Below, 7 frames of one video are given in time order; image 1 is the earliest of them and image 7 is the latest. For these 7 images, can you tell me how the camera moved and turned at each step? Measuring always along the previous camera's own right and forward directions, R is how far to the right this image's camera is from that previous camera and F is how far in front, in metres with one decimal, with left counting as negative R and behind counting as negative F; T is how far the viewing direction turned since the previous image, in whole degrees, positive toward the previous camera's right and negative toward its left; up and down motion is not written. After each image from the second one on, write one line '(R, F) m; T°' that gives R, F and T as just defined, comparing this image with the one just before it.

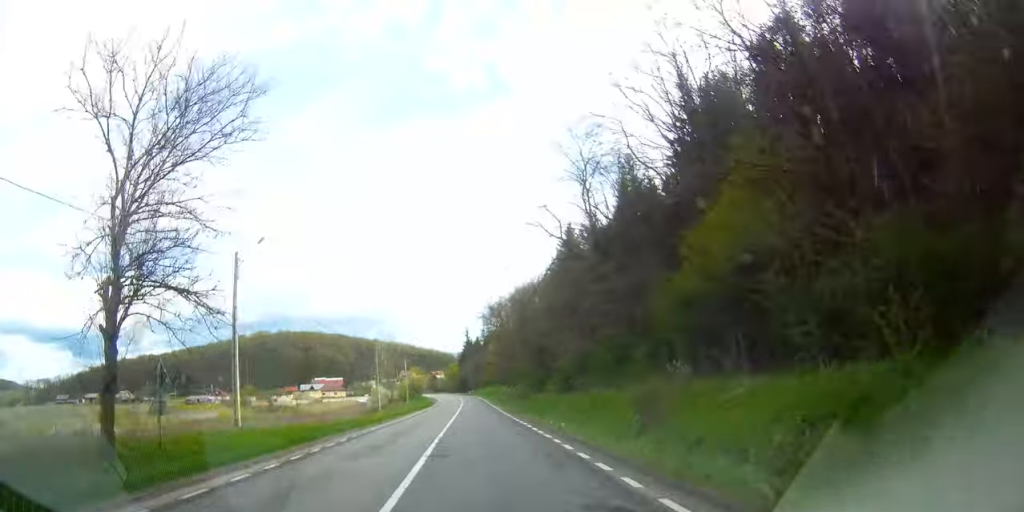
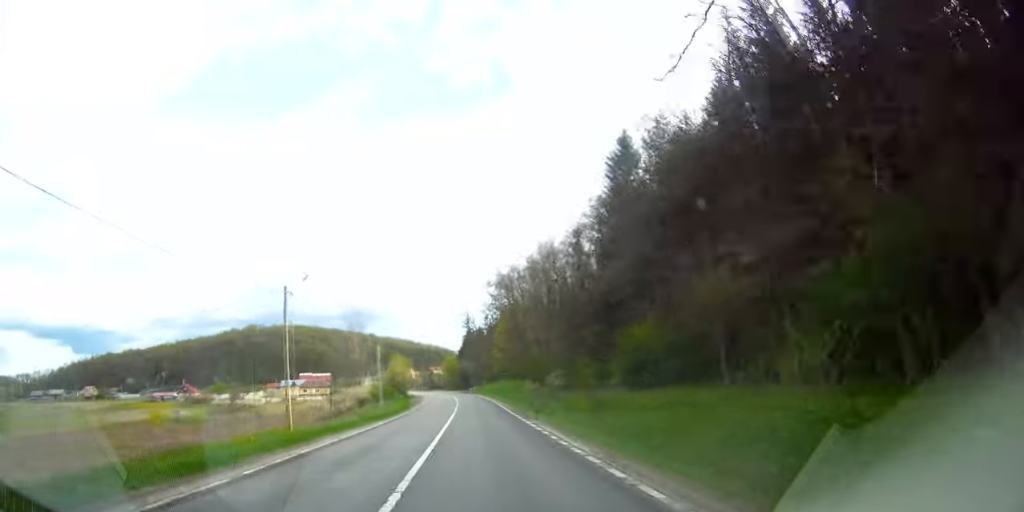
(+0.5, +29.9) m; 0°
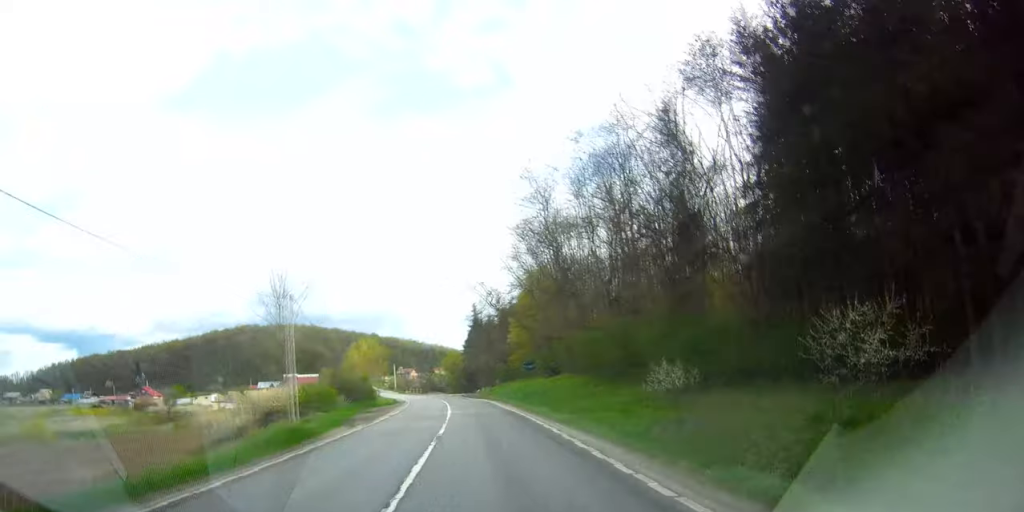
(-0.4, +36.4) m; 0°
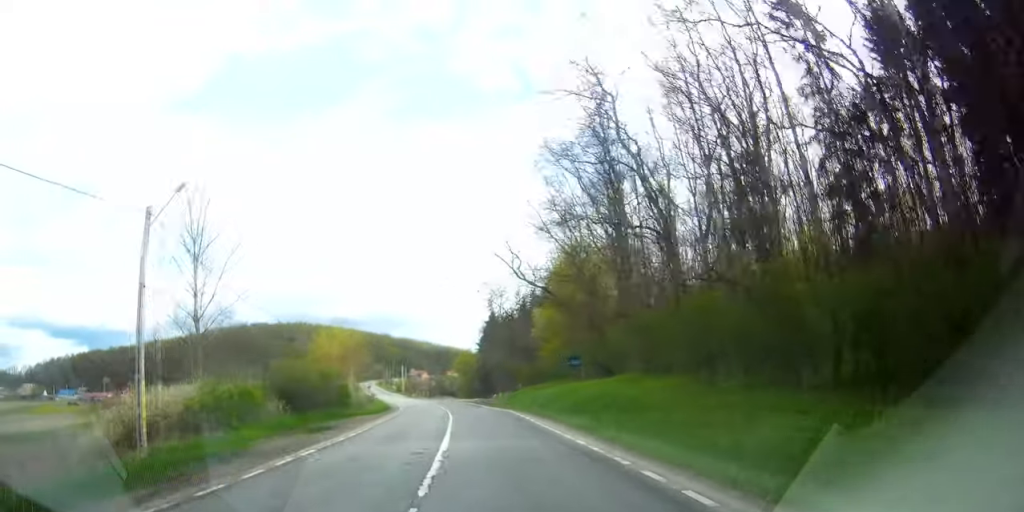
(+0.4, +18.0) m; -1°
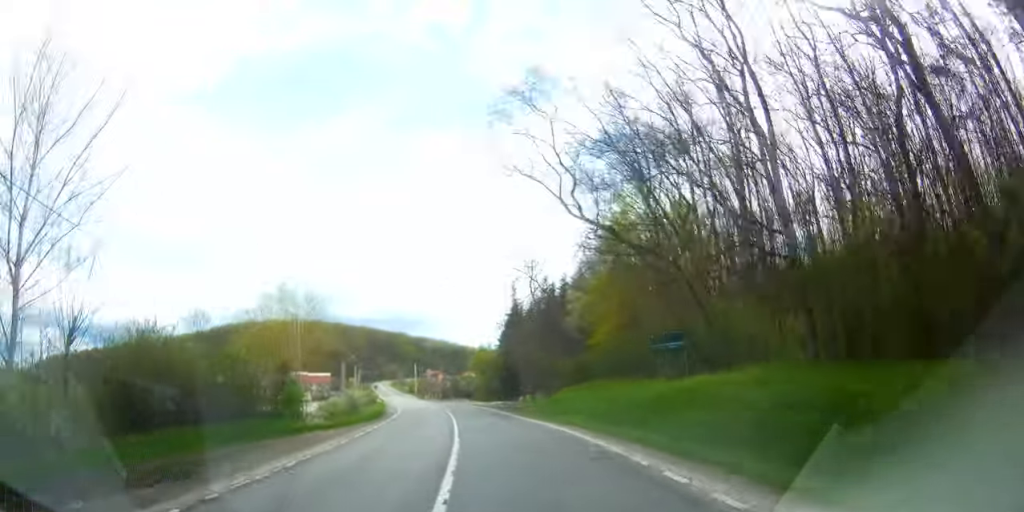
(+0.1, +16.9) m; -1°
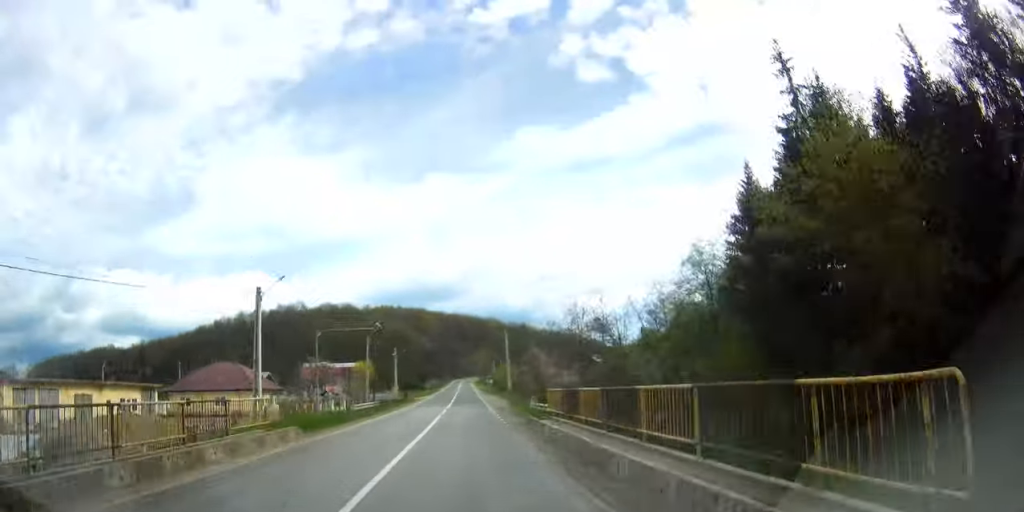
(-5.4, +92.6) m; -7°
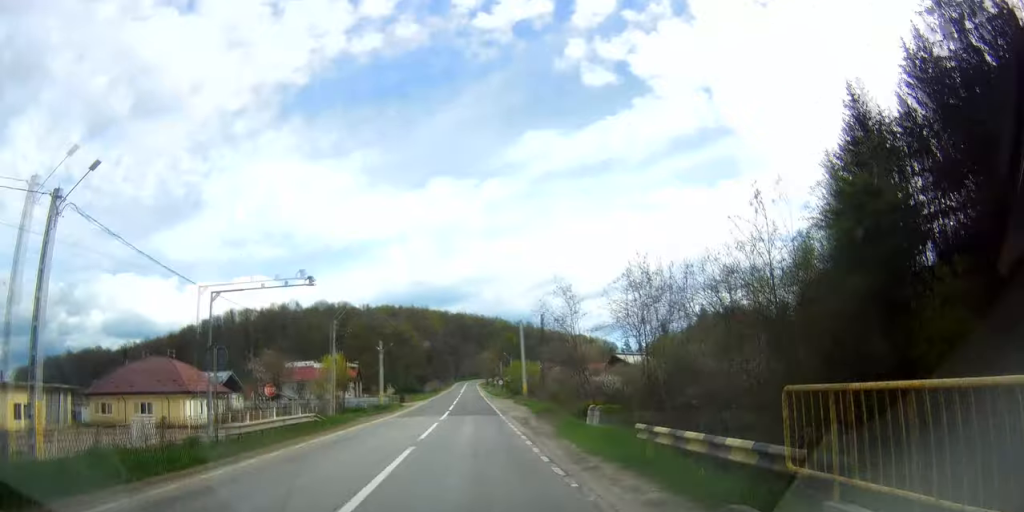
(-0.4, +18.6) m; -3°
